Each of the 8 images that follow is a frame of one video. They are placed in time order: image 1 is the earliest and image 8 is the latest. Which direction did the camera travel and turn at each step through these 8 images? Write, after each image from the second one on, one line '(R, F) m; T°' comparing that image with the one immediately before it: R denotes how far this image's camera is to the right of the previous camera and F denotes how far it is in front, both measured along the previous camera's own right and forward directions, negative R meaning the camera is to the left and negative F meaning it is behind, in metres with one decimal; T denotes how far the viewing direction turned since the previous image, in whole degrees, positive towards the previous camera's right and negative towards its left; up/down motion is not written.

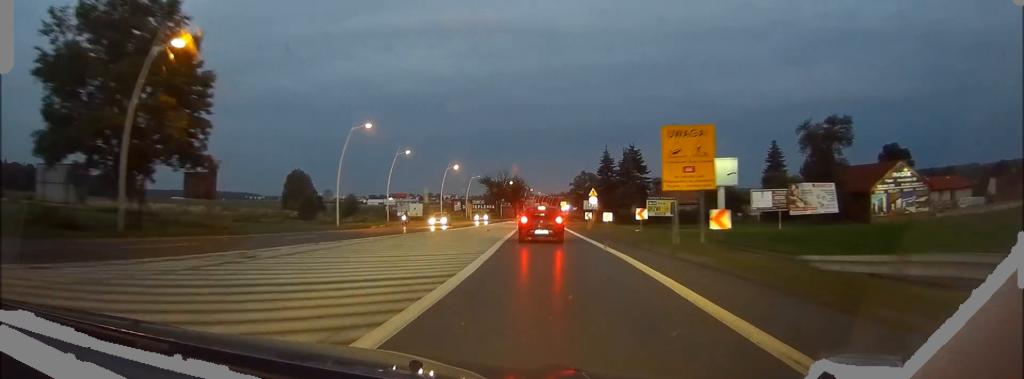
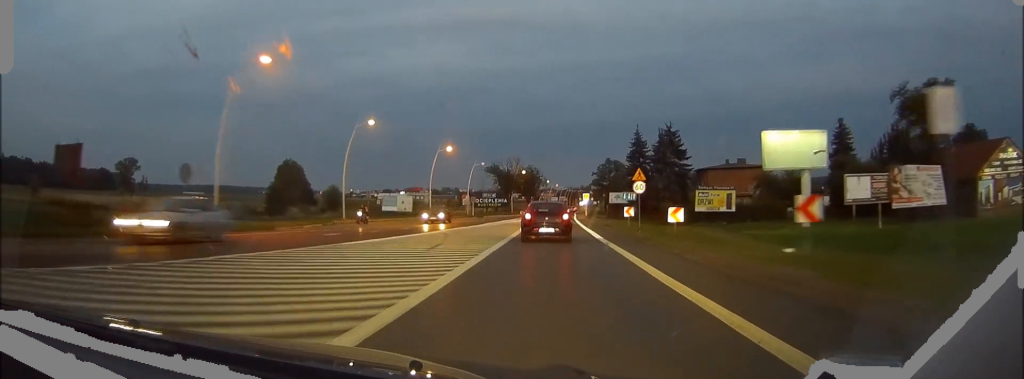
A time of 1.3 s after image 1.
(-0.2, +24.9) m; -1°
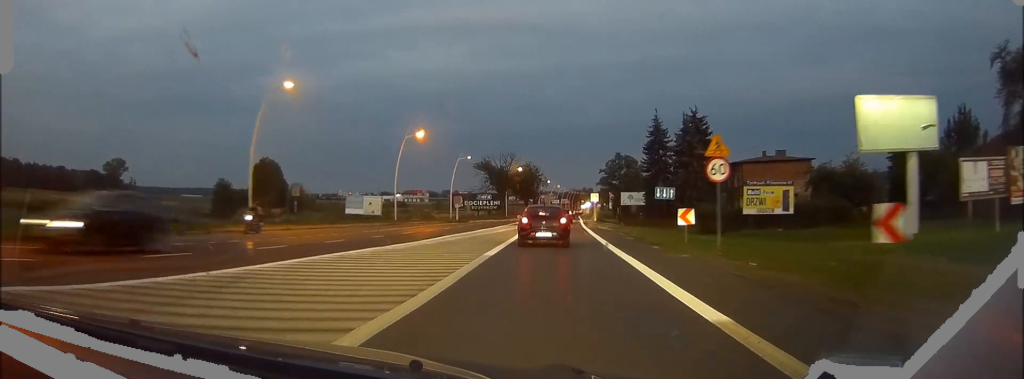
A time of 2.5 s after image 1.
(0.0, +20.7) m; 0°
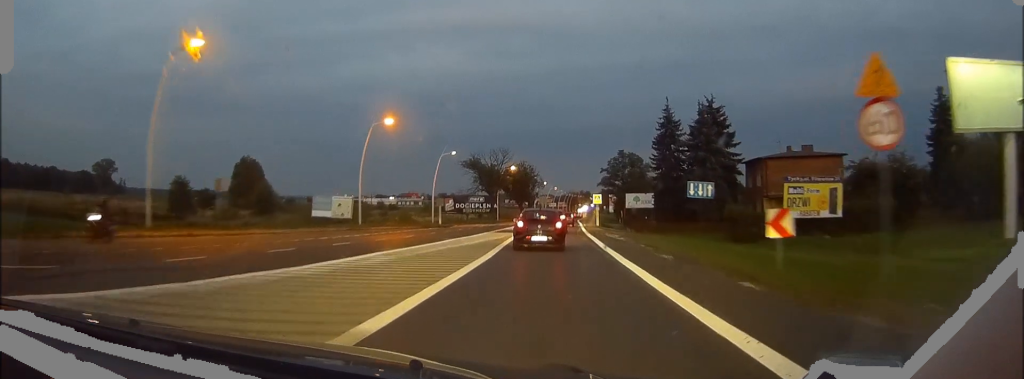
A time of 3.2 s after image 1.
(0.0, +11.8) m; 0°
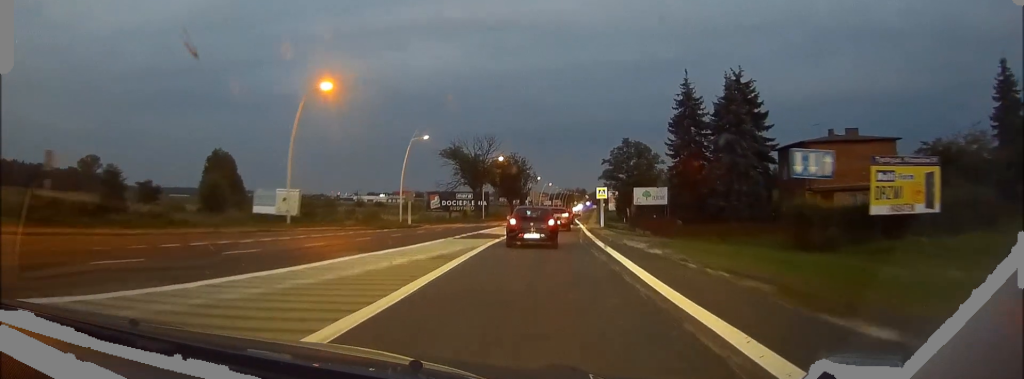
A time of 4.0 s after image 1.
(0.0, +14.4) m; 0°
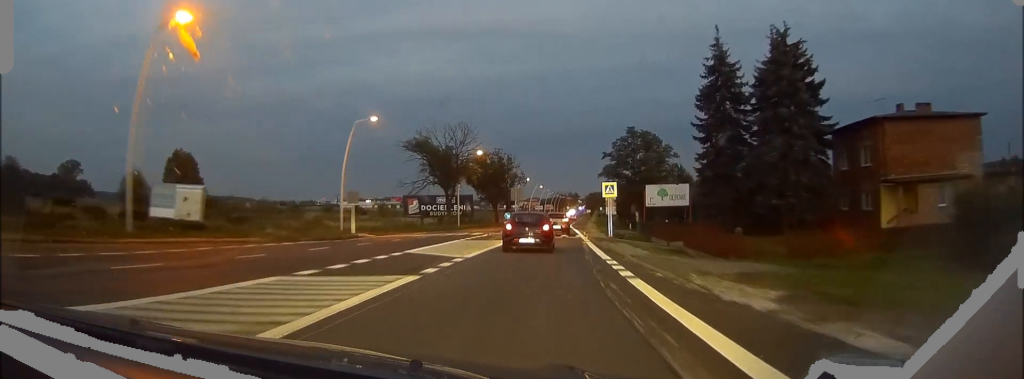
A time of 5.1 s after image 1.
(+0.1, +17.0) m; +1°
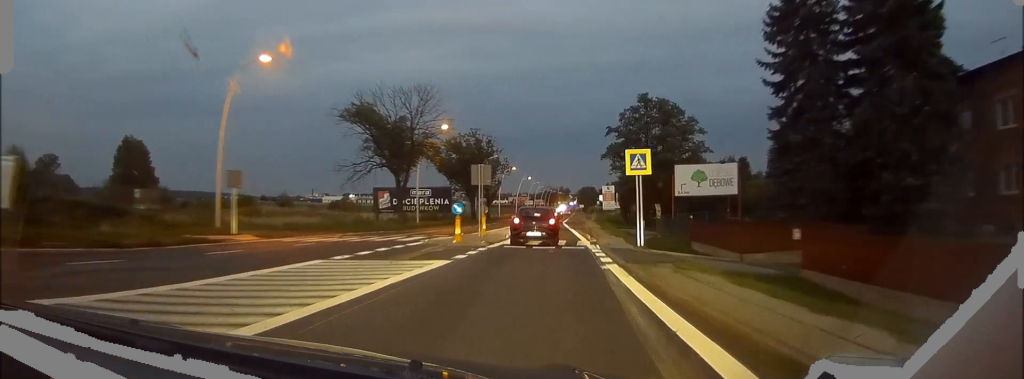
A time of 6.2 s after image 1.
(+0.1, +19.2) m; 0°
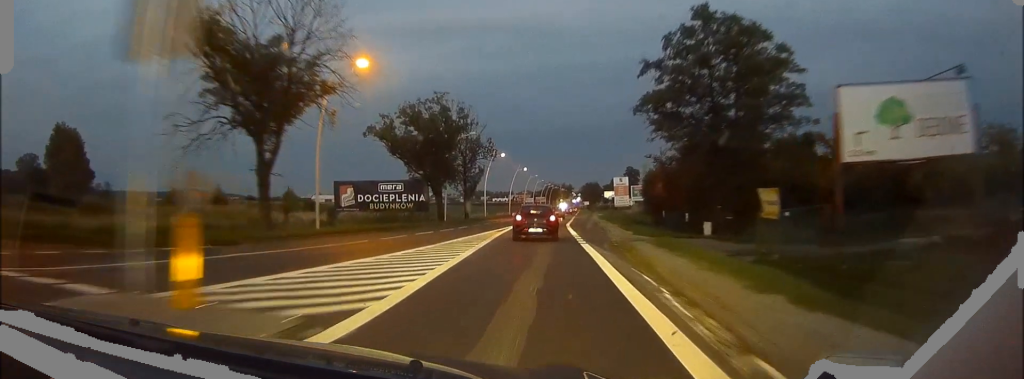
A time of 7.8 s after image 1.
(0.0, +26.0) m; 0°
